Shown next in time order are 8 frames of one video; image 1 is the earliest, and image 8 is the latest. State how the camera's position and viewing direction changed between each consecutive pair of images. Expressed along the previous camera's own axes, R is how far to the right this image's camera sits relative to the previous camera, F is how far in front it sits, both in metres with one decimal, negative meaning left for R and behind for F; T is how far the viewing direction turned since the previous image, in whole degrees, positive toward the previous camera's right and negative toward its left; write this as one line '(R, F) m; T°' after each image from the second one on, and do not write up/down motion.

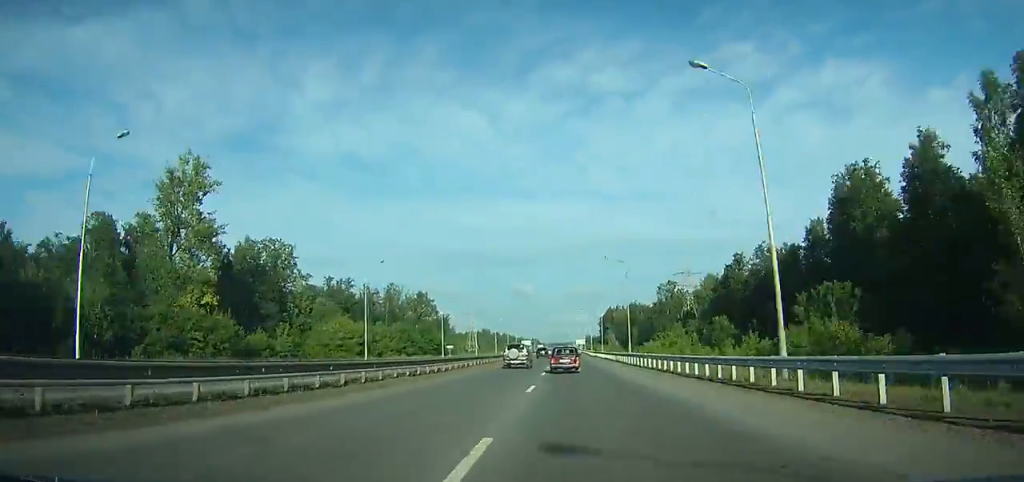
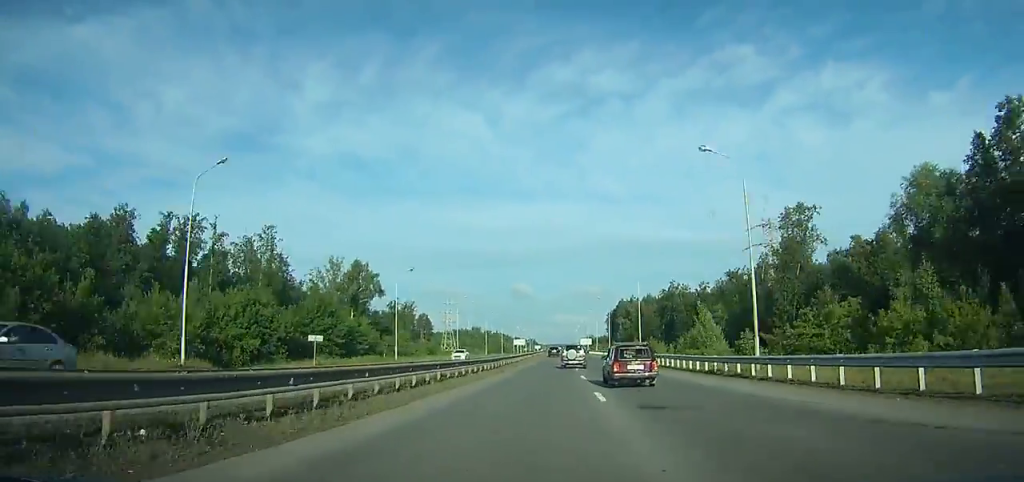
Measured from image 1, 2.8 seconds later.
(-0.4, +73.0) m; 0°
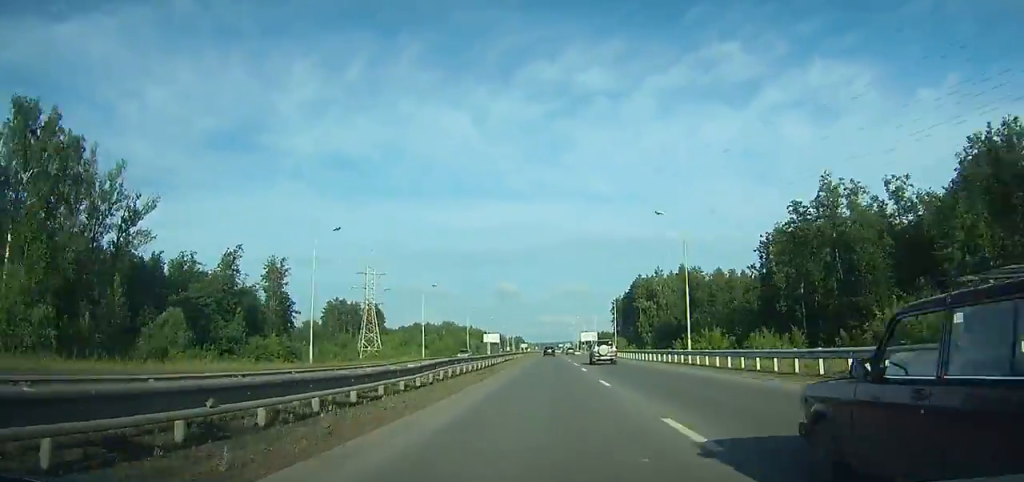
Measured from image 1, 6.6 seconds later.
(+0.7, +101.5) m; +1°
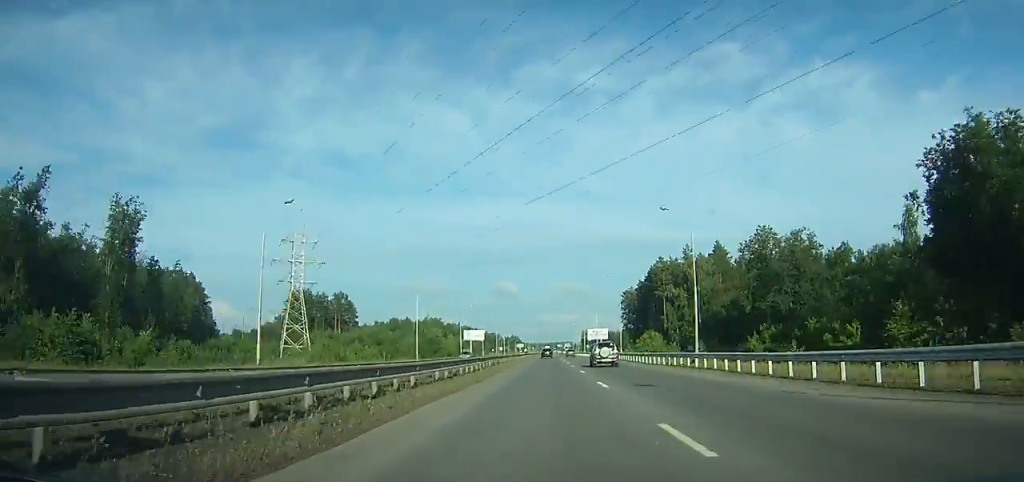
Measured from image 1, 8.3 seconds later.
(+0.2, +45.8) m; 0°
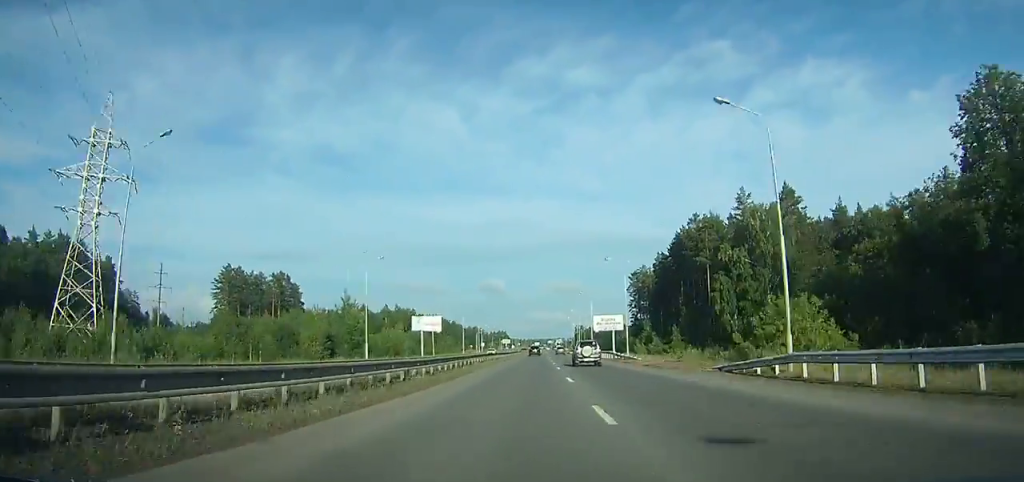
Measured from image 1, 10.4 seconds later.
(-0.1, +56.6) m; +1°
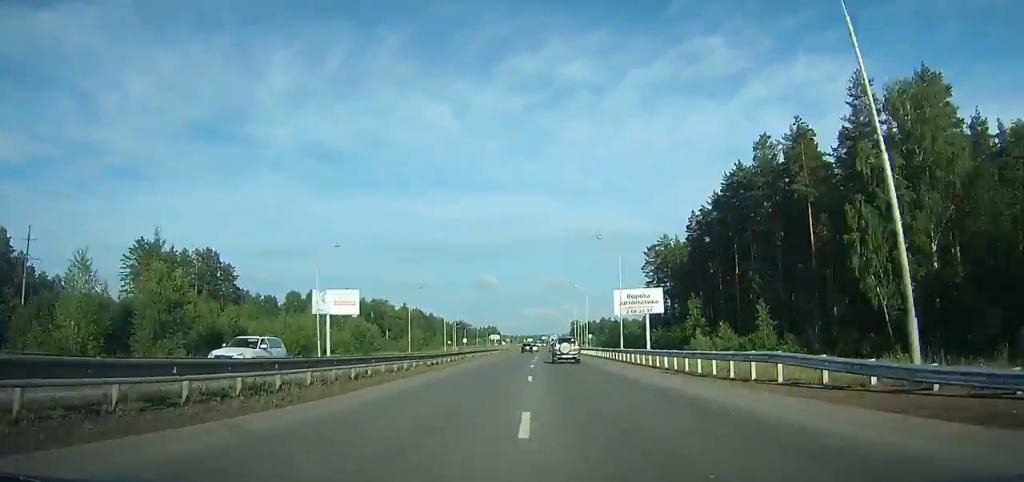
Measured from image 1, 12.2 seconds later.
(+0.6, +47.9) m; +1°
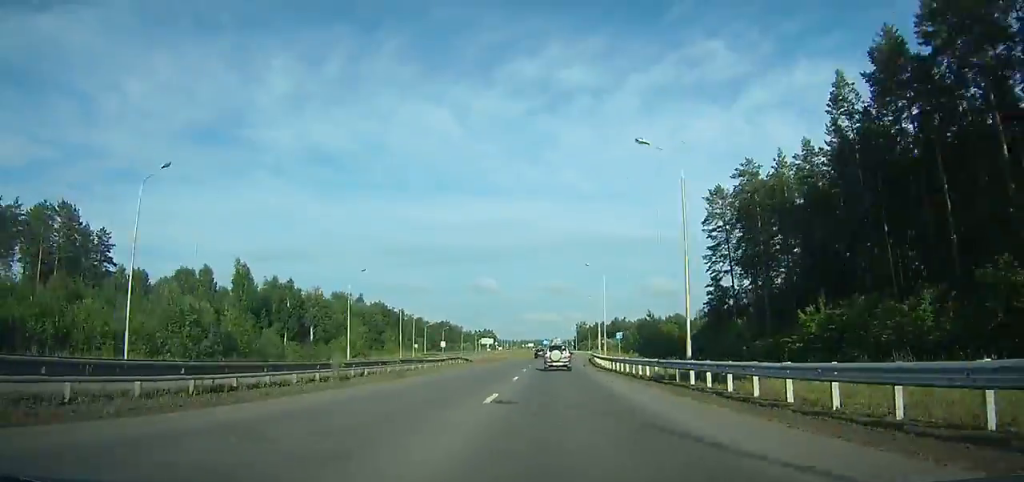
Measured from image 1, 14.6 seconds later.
(+0.4, +63.2) m; +1°
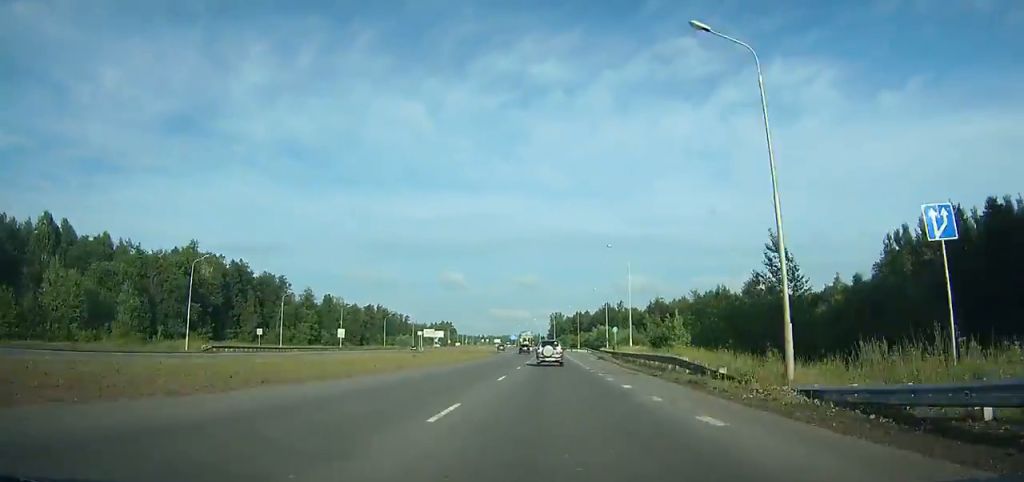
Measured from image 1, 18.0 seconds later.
(+1.1, +87.5) m; +1°
